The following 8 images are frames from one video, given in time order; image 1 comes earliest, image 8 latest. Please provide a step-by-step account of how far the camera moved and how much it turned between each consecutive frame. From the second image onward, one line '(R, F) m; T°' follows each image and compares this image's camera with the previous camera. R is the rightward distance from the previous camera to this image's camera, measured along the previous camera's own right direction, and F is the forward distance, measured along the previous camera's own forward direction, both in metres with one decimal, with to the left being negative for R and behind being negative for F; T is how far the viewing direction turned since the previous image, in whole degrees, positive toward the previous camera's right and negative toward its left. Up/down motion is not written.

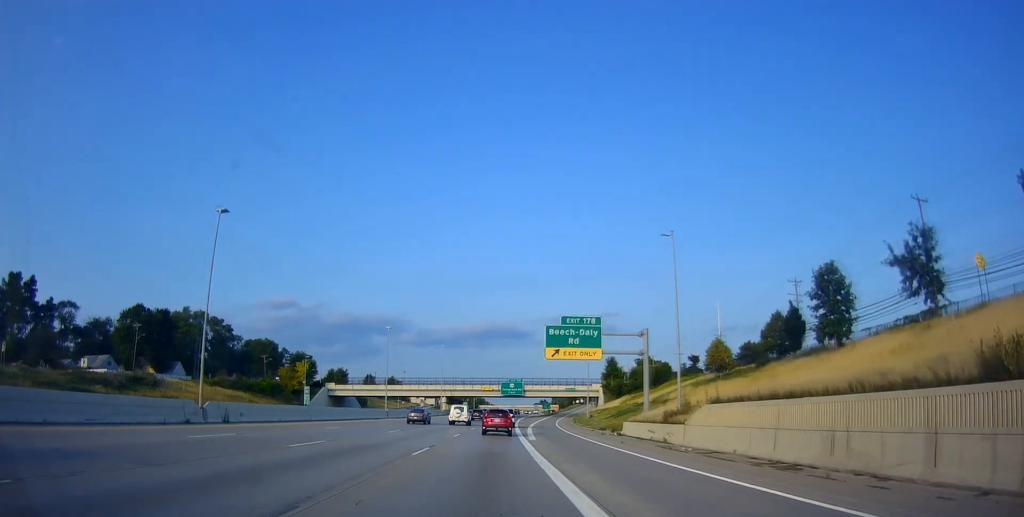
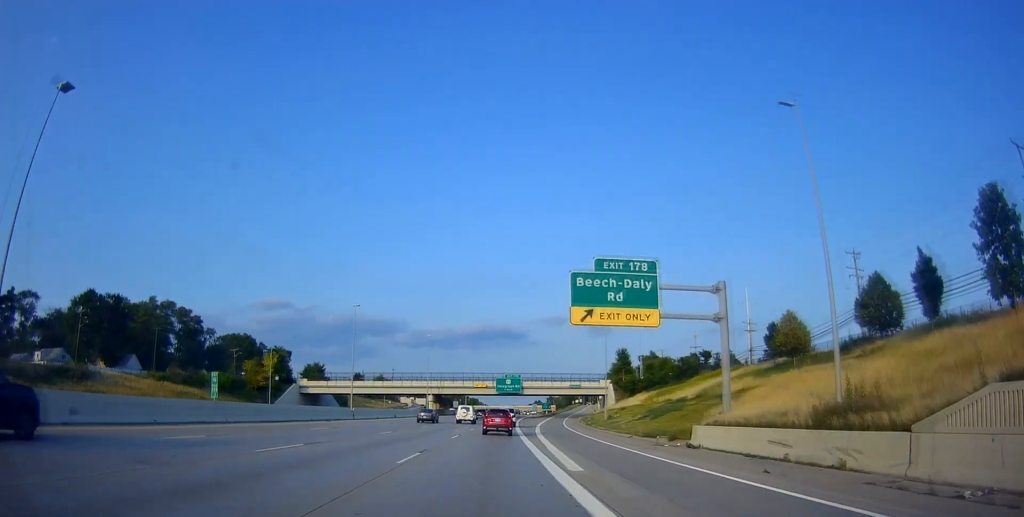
(+0.1, +17.3) m; -1°
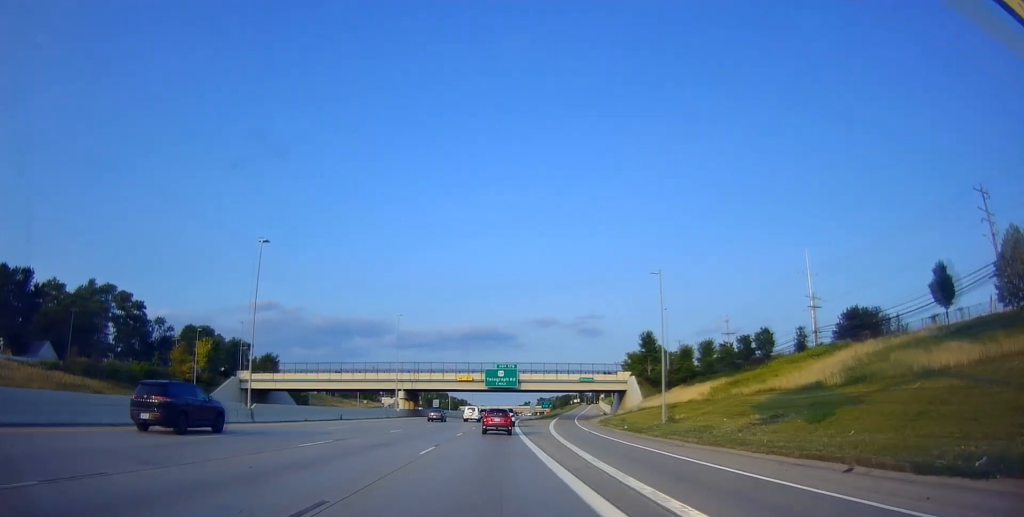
(-0.5, +26.2) m; 0°
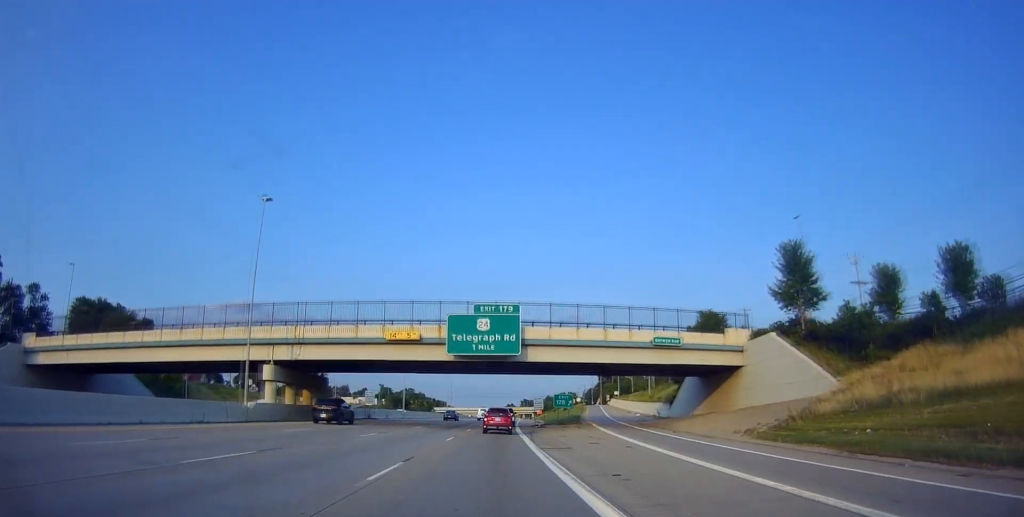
(+2.1, +51.6) m; +3°
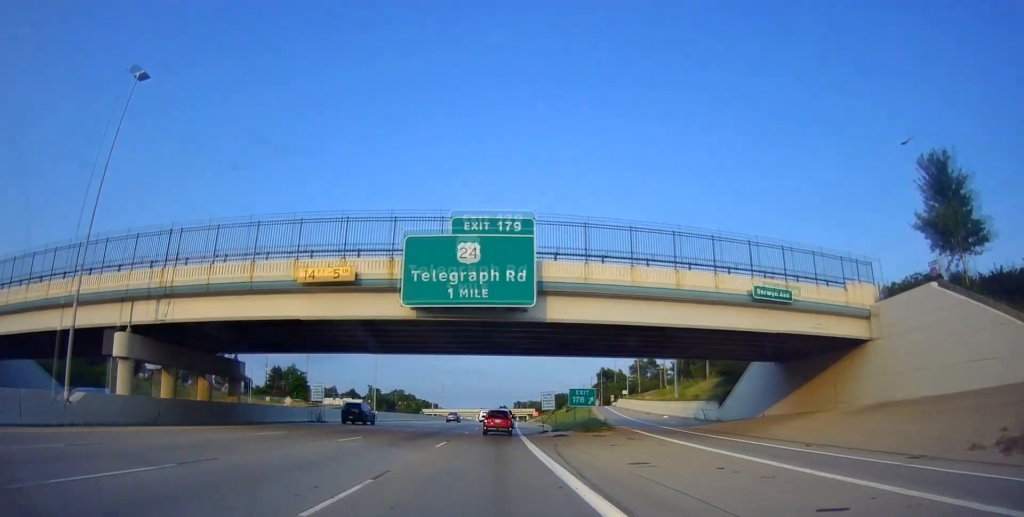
(0.0, +19.0) m; 0°
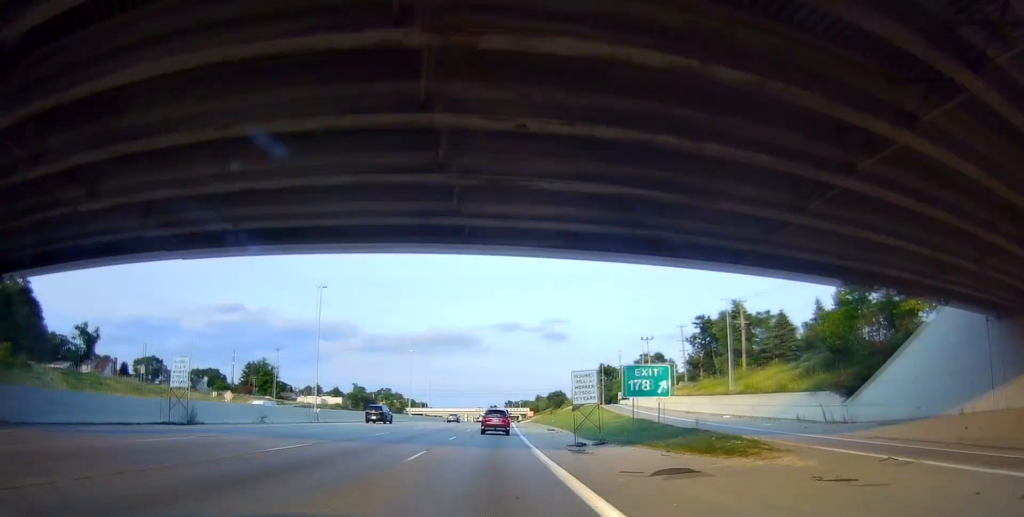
(0.0, +23.6) m; 0°
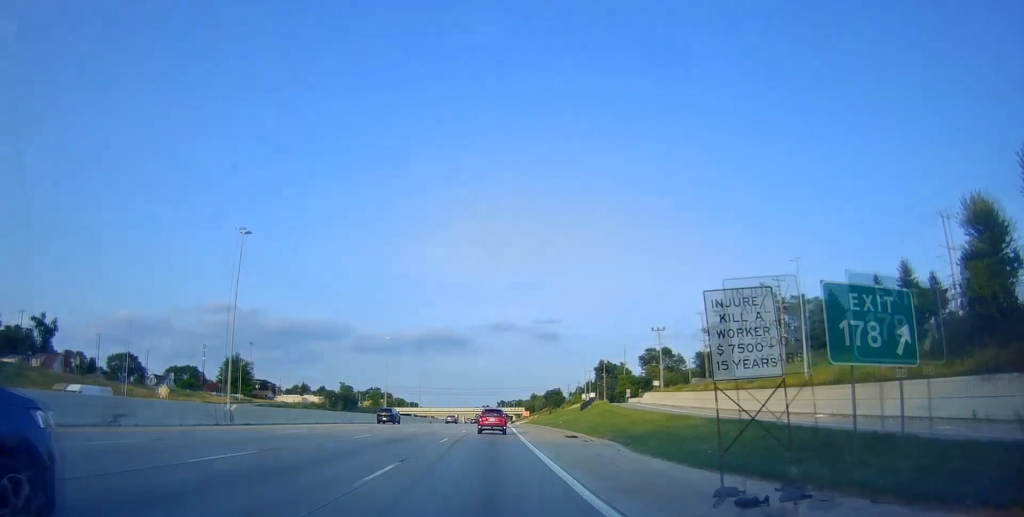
(0.0, +18.2) m; 0°
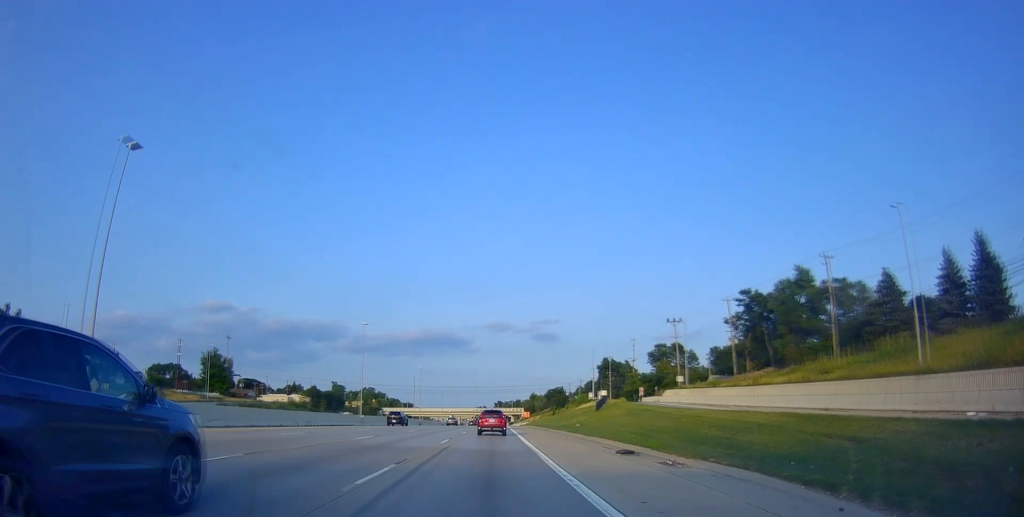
(0.0, +15.5) m; +1°
